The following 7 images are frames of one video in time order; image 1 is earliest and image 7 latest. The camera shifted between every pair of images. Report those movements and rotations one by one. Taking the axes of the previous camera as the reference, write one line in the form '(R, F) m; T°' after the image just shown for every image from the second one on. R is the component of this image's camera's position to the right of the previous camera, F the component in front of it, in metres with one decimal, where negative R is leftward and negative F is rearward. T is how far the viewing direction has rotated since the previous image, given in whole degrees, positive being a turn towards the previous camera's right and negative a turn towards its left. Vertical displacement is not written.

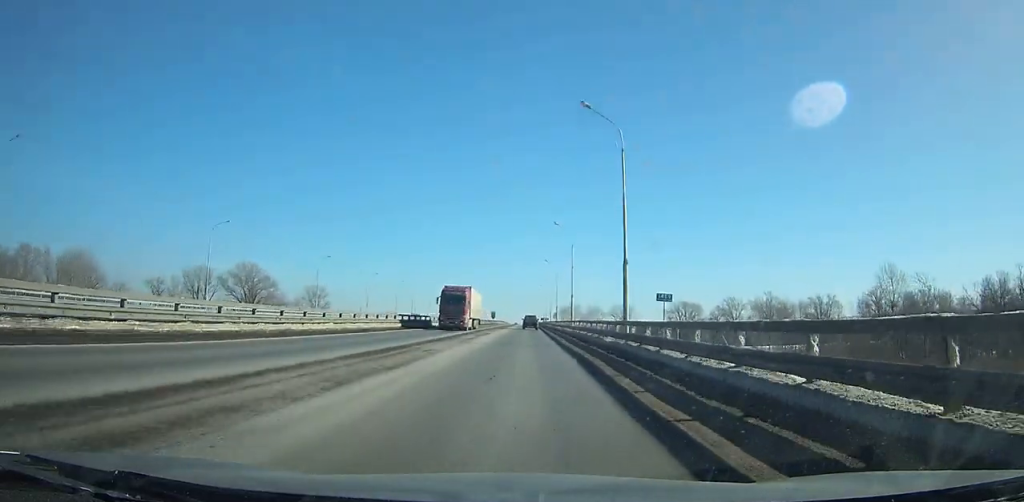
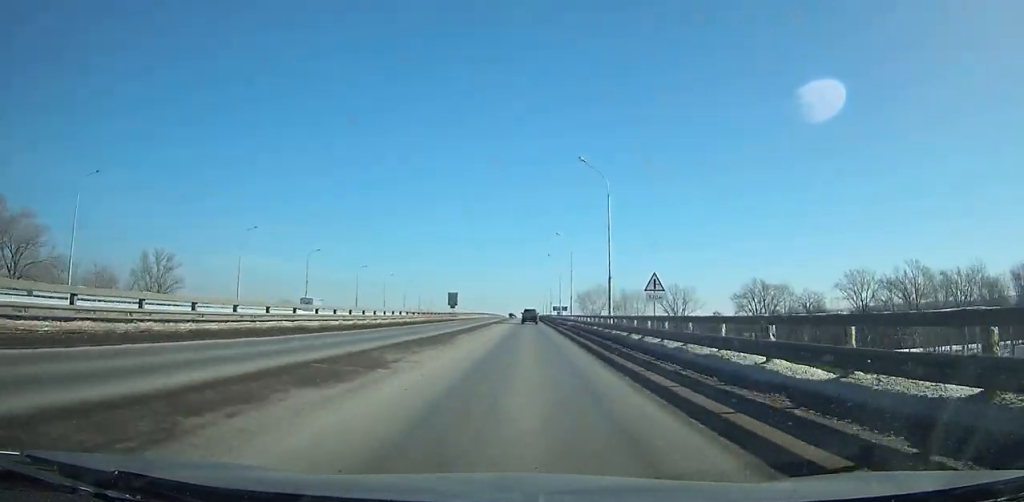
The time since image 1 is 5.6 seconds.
(-0.3, +104.7) m; 0°
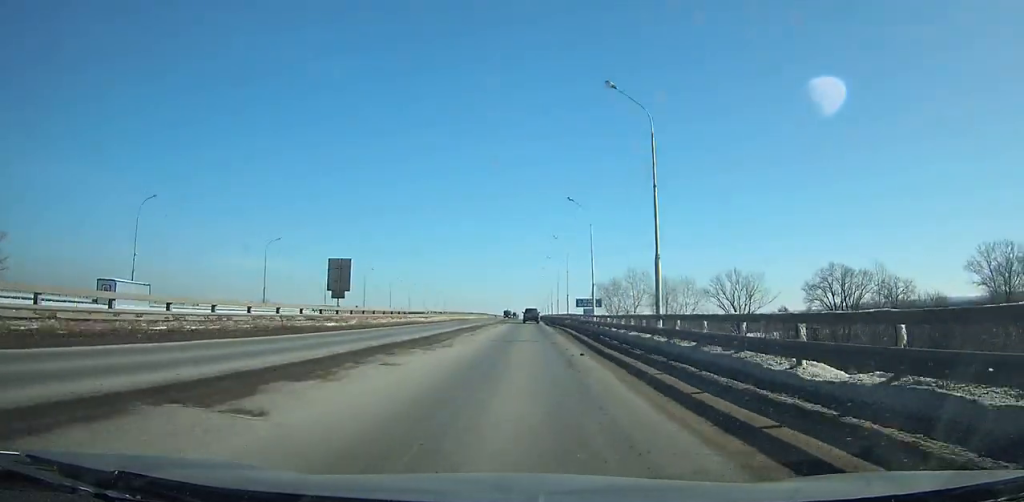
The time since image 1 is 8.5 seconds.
(+0.1, +54.8) m; 0°
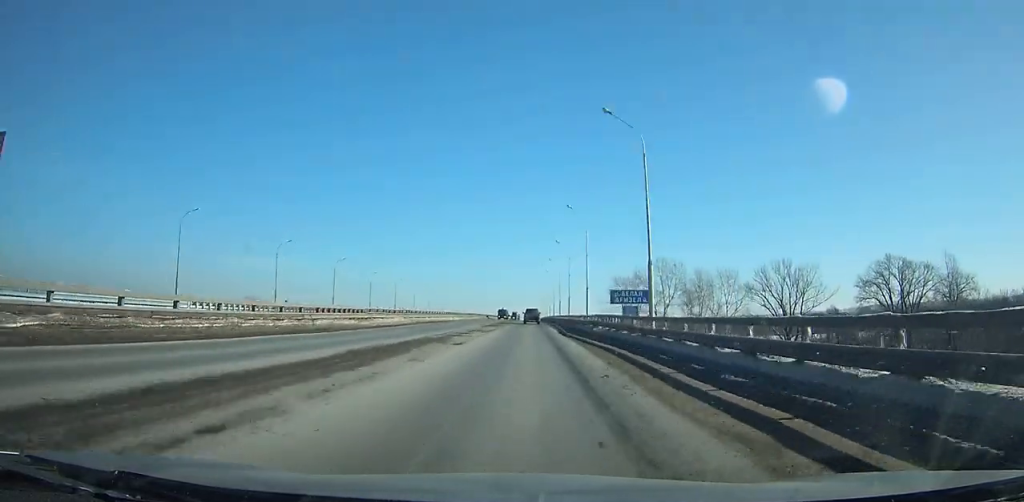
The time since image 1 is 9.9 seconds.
(+0.1, +26.5) m; 0°
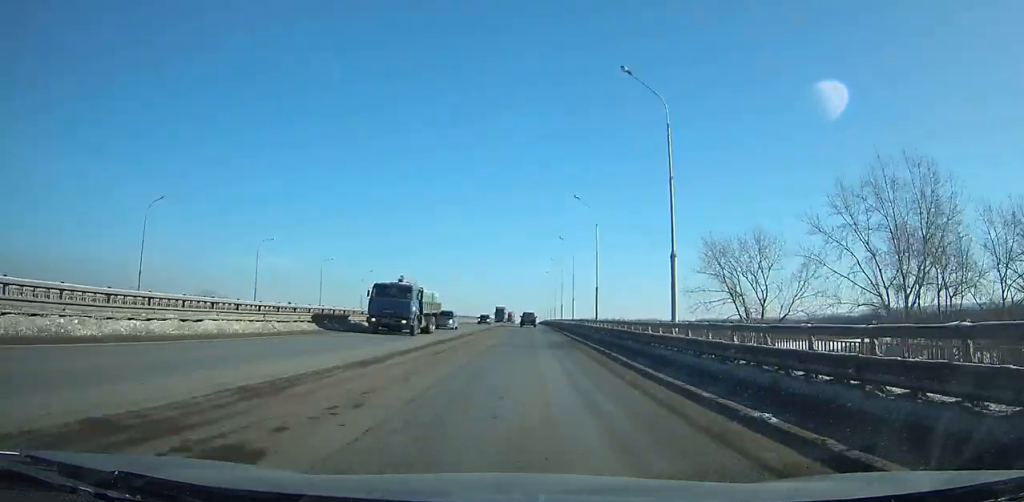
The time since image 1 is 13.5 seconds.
(-0.6, +68.8) m; 0°
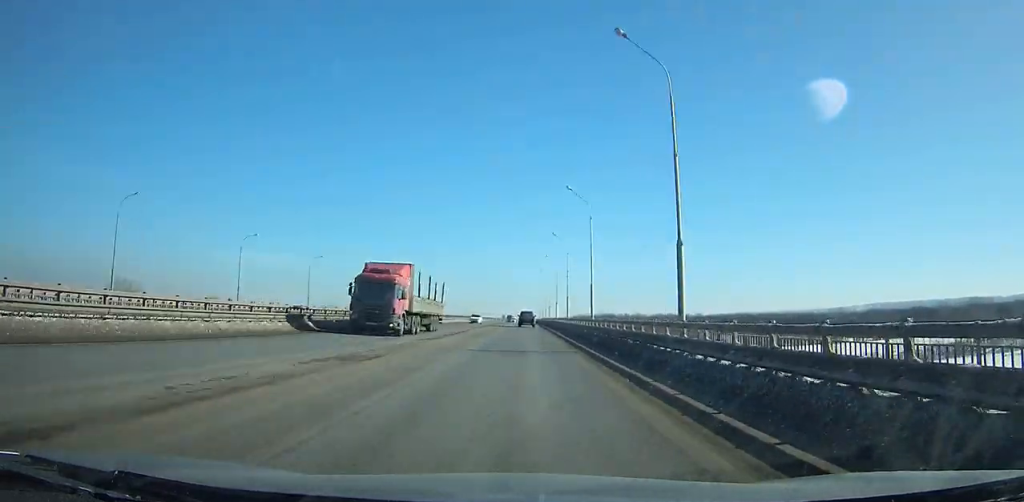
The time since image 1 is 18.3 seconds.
(+0.5, +94.1) m; 0°
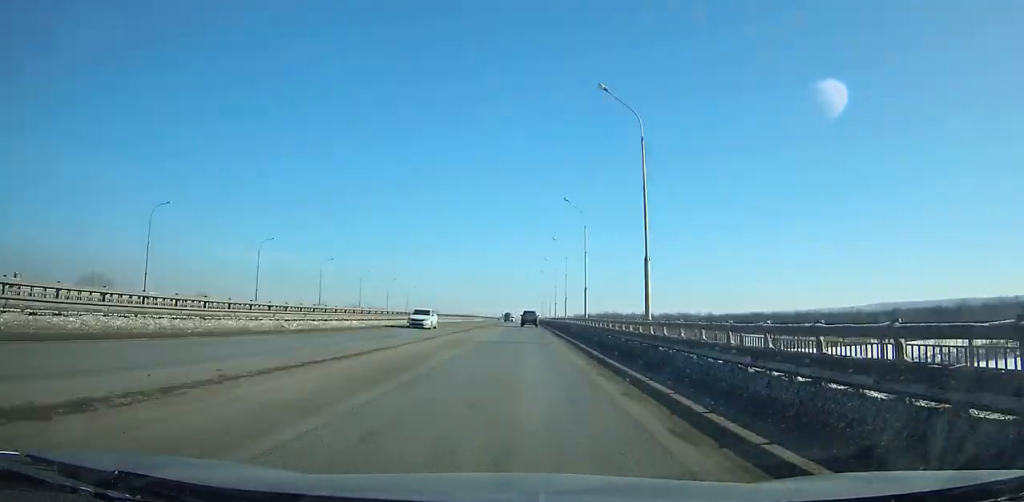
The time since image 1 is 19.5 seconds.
(0.0, +23.9) m; 0°
